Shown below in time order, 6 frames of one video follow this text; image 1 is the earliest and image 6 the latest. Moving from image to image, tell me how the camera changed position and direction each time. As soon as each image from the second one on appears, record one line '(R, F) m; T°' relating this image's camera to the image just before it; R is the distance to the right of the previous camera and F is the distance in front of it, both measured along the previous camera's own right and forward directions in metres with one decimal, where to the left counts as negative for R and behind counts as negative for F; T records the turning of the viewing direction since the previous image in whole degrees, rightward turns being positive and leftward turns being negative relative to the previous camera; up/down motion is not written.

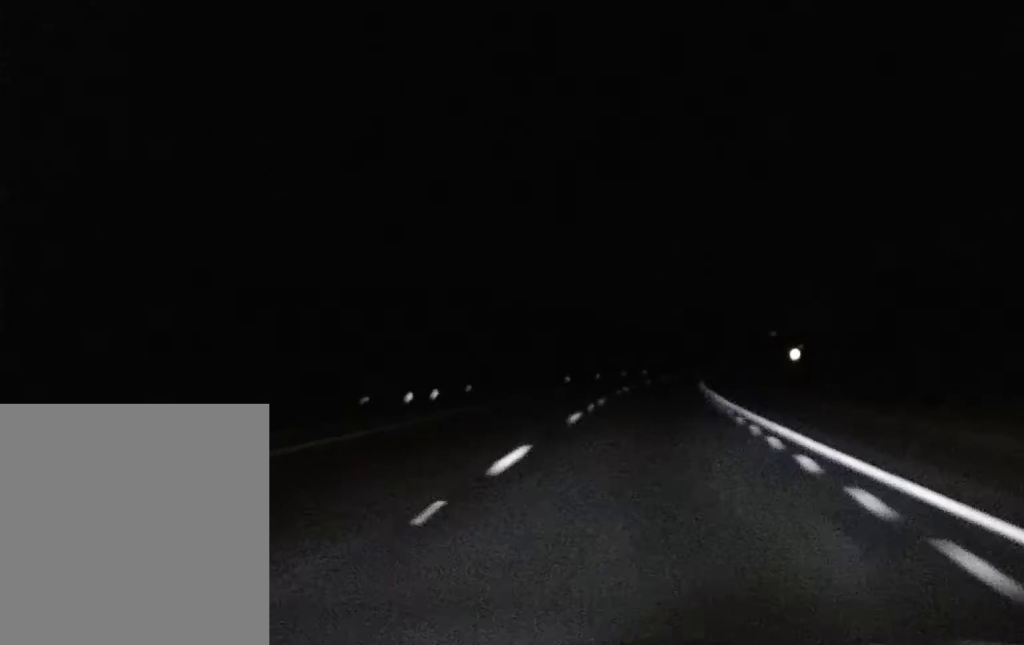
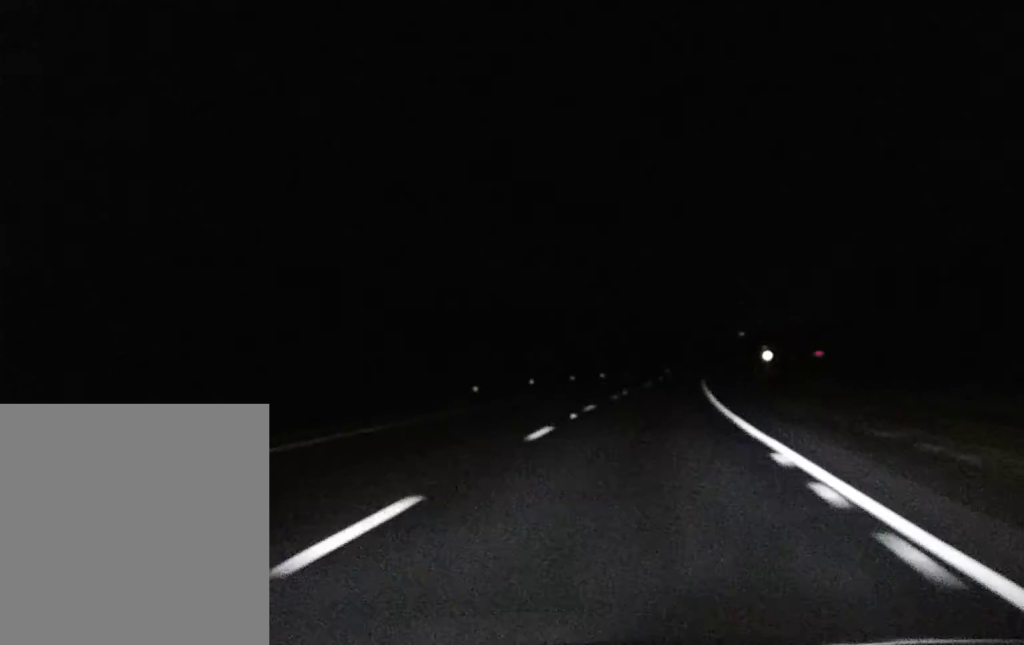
(+0.9, +62.9) m; +1°
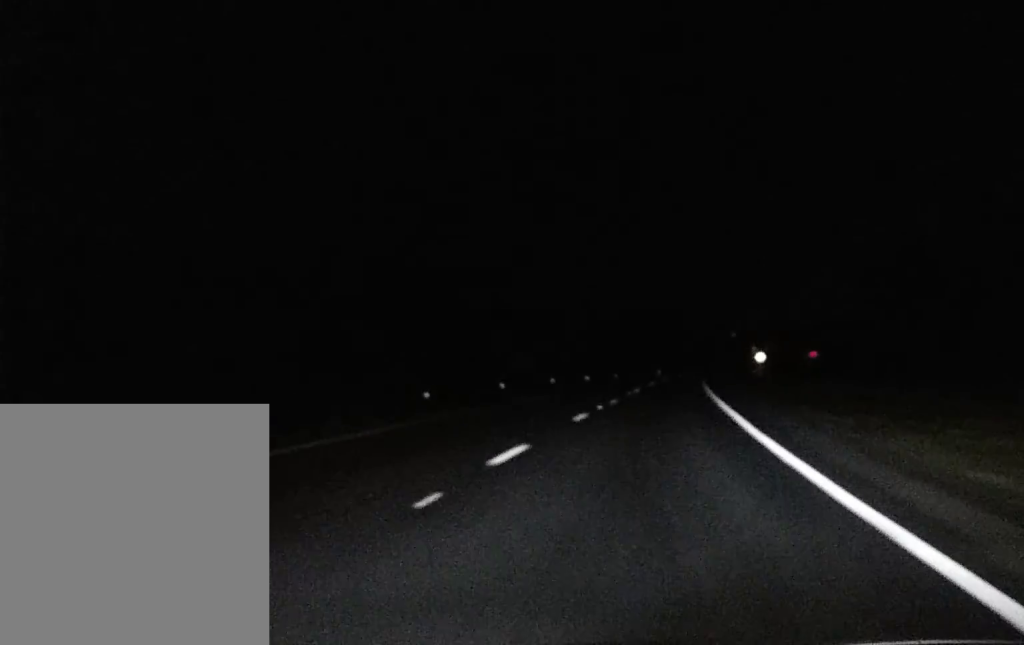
(+0.1, +20.7) m; 0°
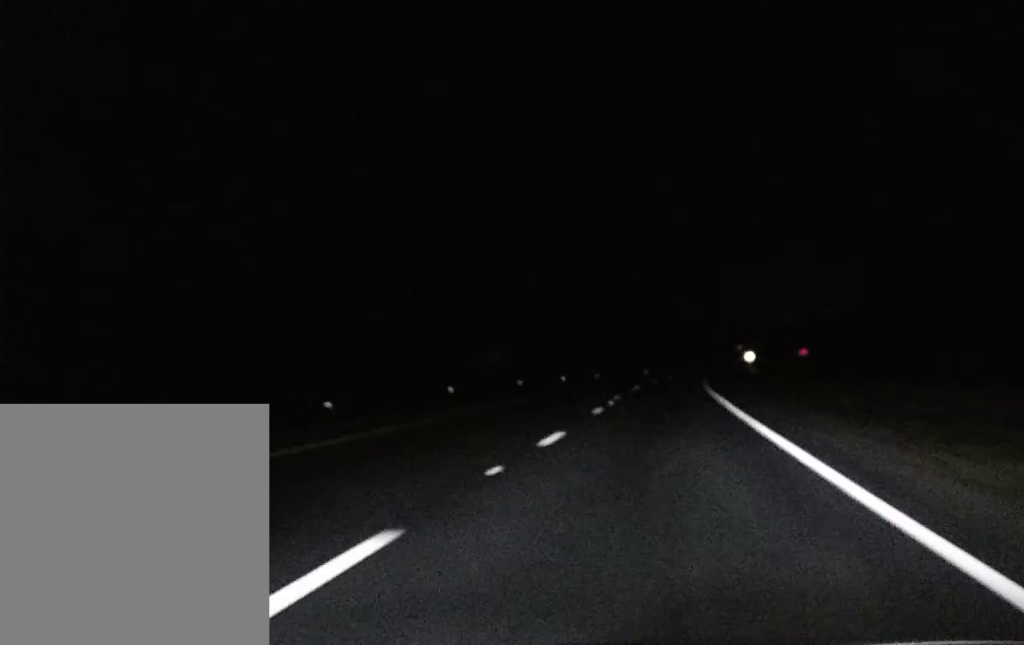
(+0.1, +23.6) m; +1°
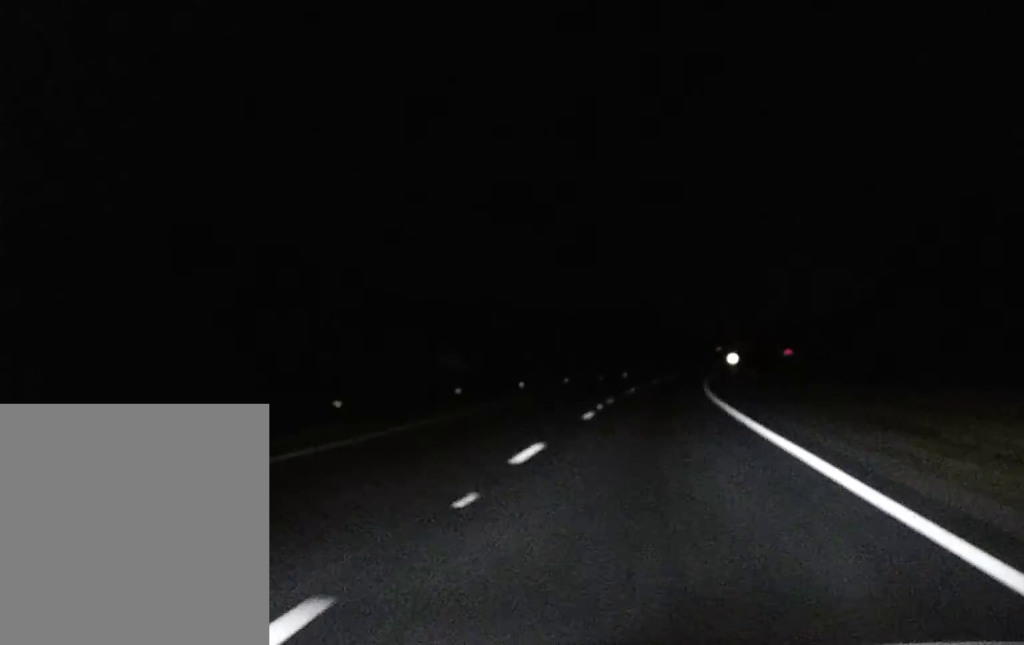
(+0.1, +27.2) m; +1°
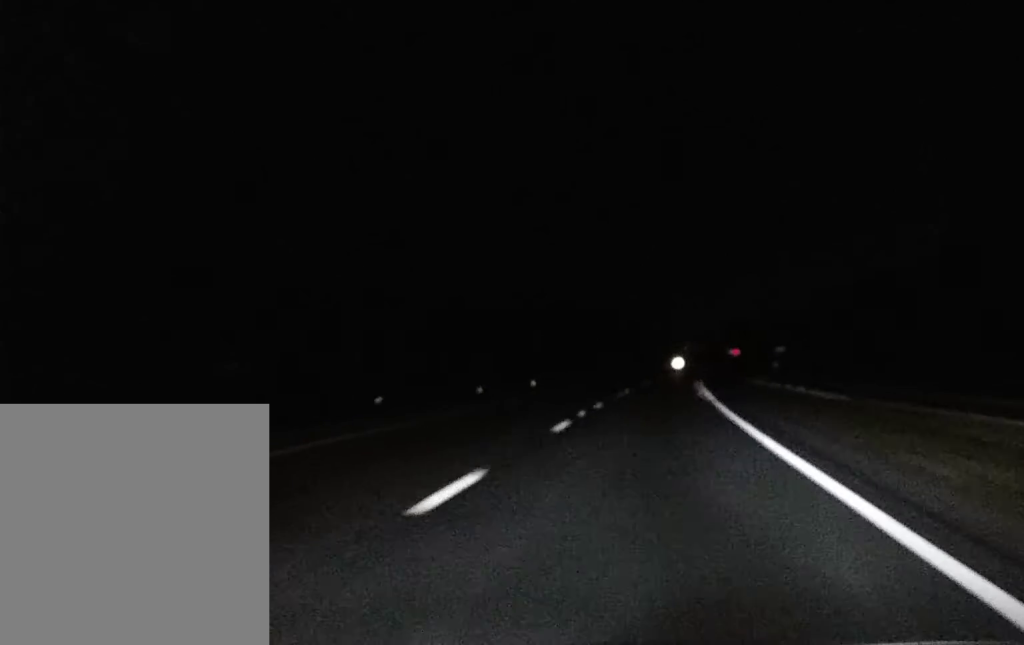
(+2.3, +76.9) m; +3°
